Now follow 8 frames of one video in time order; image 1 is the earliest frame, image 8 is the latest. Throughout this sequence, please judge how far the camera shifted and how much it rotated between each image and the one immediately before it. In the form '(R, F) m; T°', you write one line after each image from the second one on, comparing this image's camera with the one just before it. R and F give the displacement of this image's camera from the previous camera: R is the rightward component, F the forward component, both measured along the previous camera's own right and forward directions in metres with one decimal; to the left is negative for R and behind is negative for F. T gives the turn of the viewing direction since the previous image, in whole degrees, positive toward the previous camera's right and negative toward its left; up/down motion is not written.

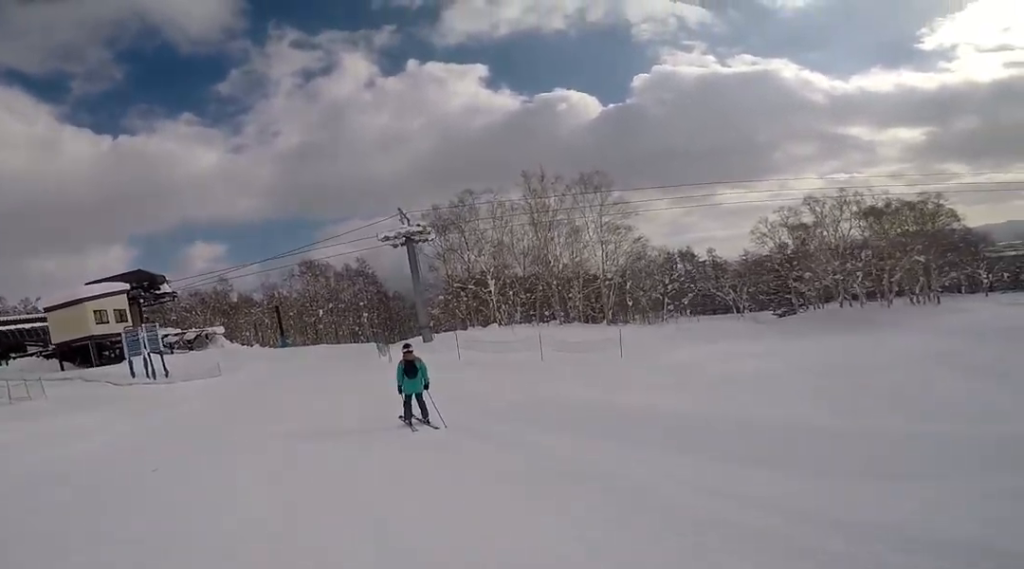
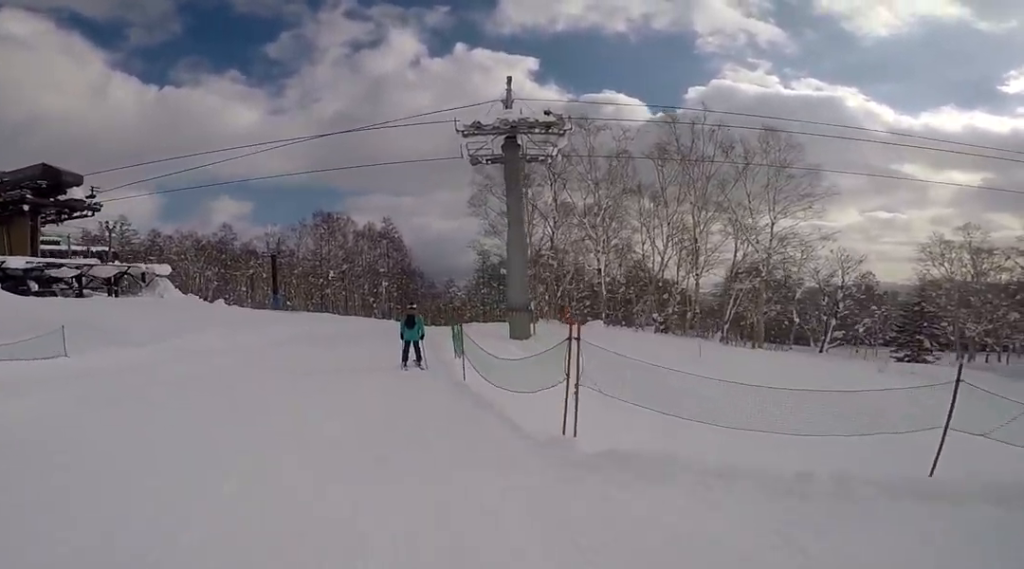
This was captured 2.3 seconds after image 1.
(+2.9, +16.5) m; +13°
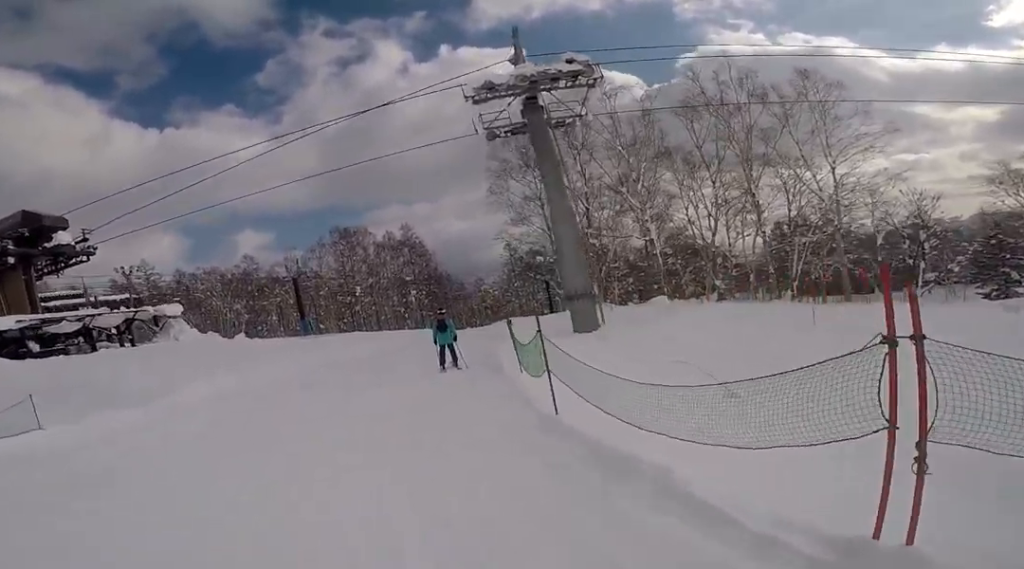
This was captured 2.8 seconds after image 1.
(-0.6, +2.9) m; -6°
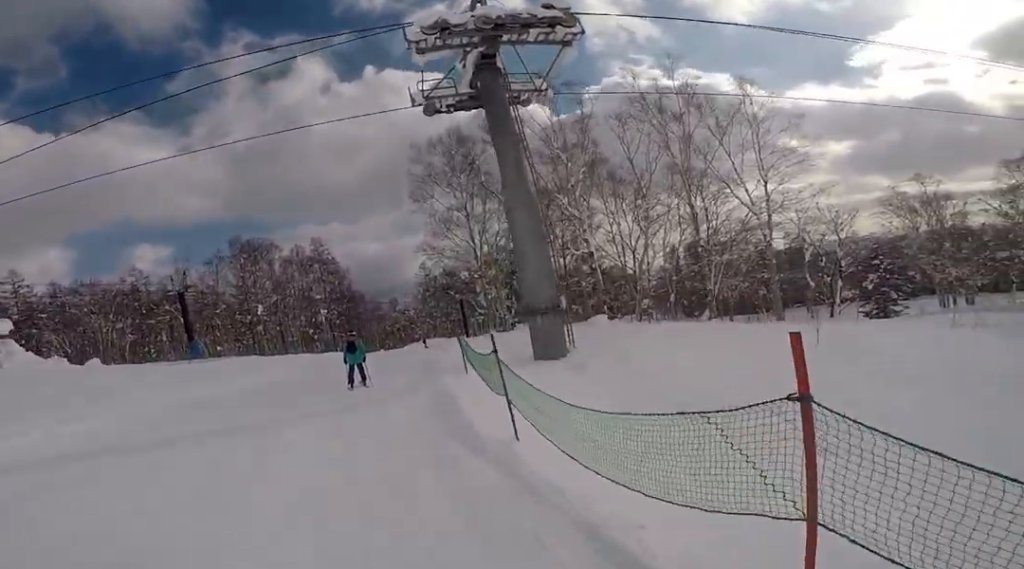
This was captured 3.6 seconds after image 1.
(-0.5, +4.4) m; -3°
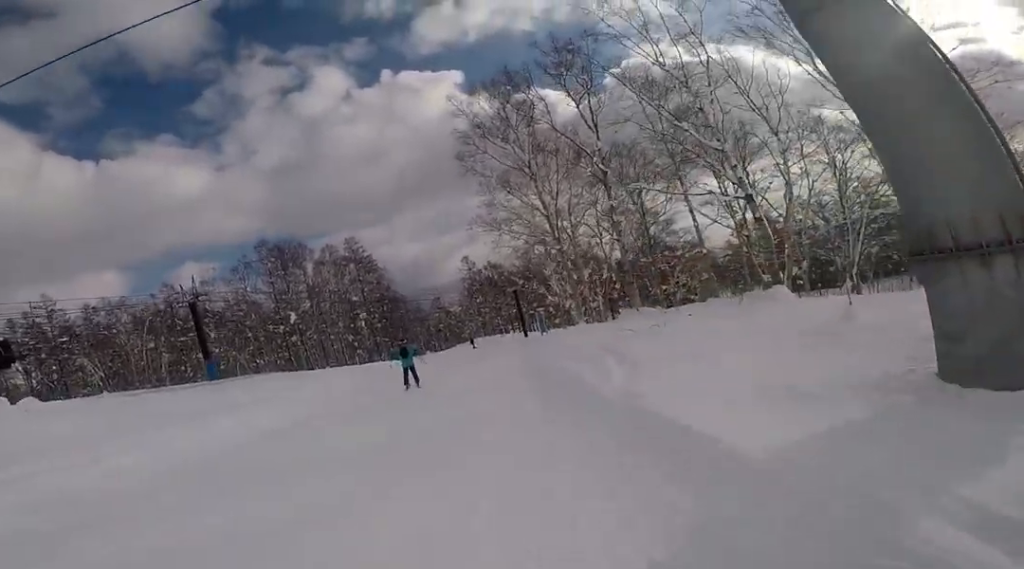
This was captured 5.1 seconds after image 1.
(+1.4, +7.1) m; +16°
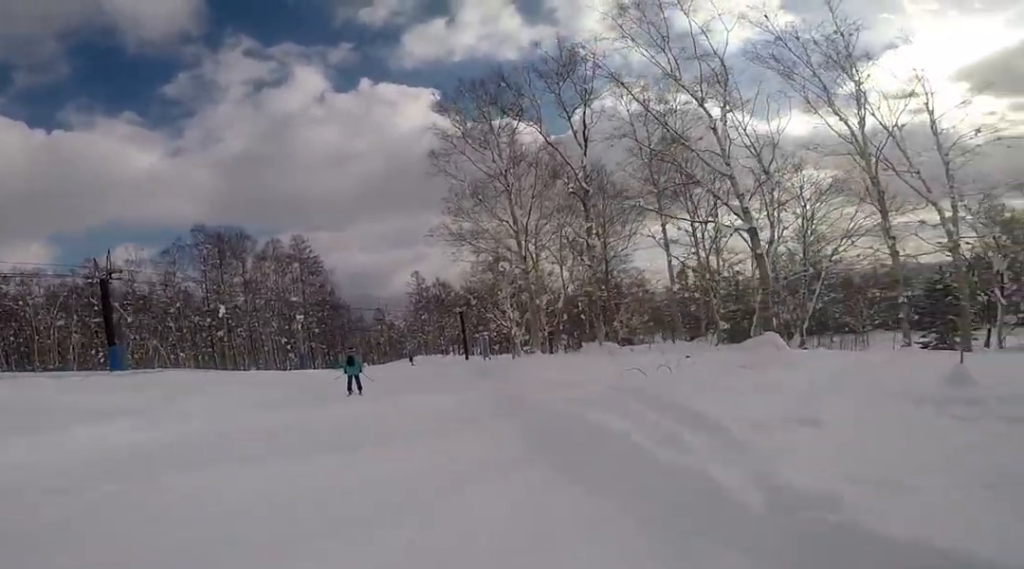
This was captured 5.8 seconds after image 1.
(-0.2, +2.5) m; -7°
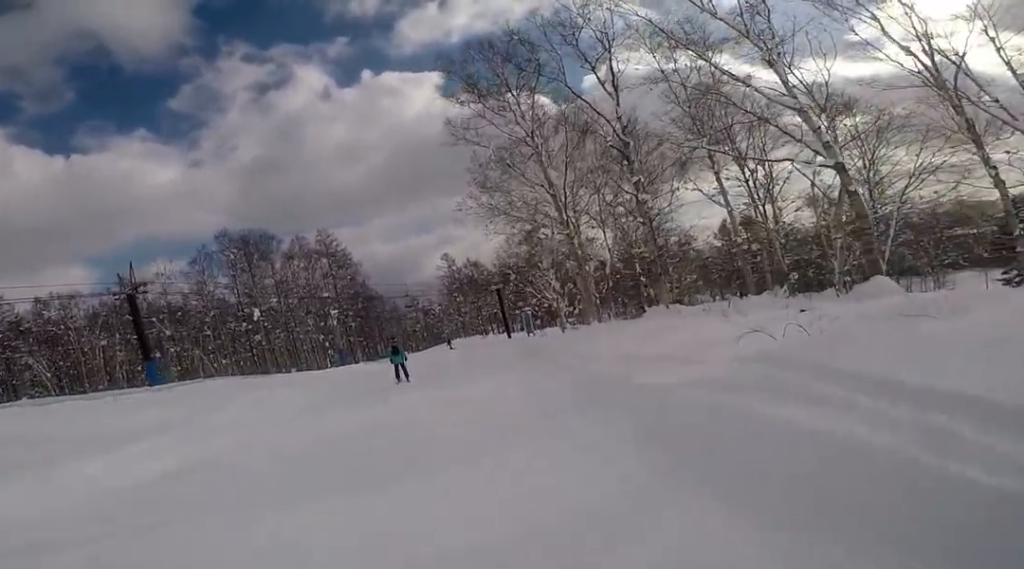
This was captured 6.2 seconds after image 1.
(-0.1, +1.6) m; -7°
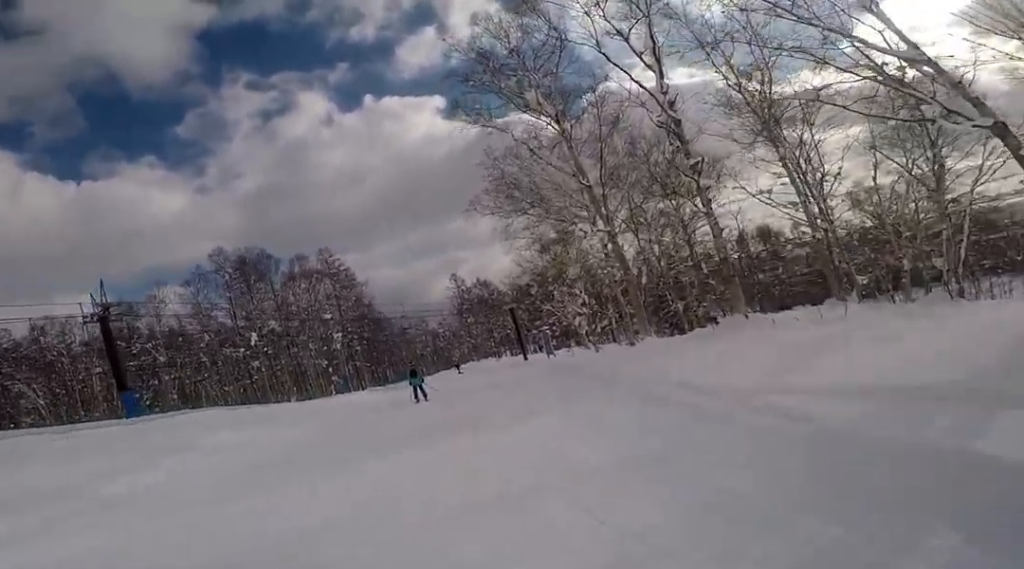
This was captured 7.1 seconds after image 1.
(-0.4, +3.7) m; +14°
